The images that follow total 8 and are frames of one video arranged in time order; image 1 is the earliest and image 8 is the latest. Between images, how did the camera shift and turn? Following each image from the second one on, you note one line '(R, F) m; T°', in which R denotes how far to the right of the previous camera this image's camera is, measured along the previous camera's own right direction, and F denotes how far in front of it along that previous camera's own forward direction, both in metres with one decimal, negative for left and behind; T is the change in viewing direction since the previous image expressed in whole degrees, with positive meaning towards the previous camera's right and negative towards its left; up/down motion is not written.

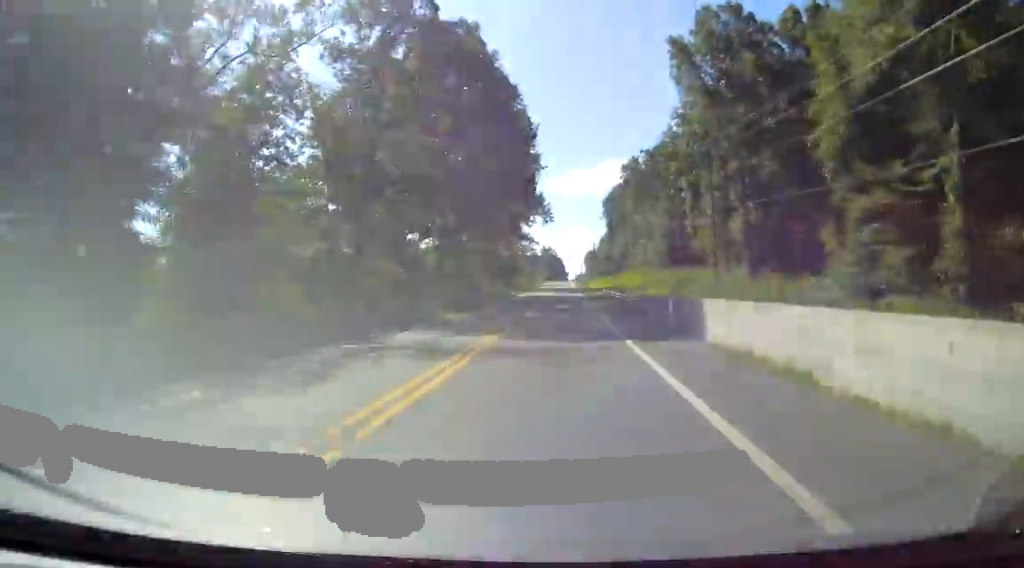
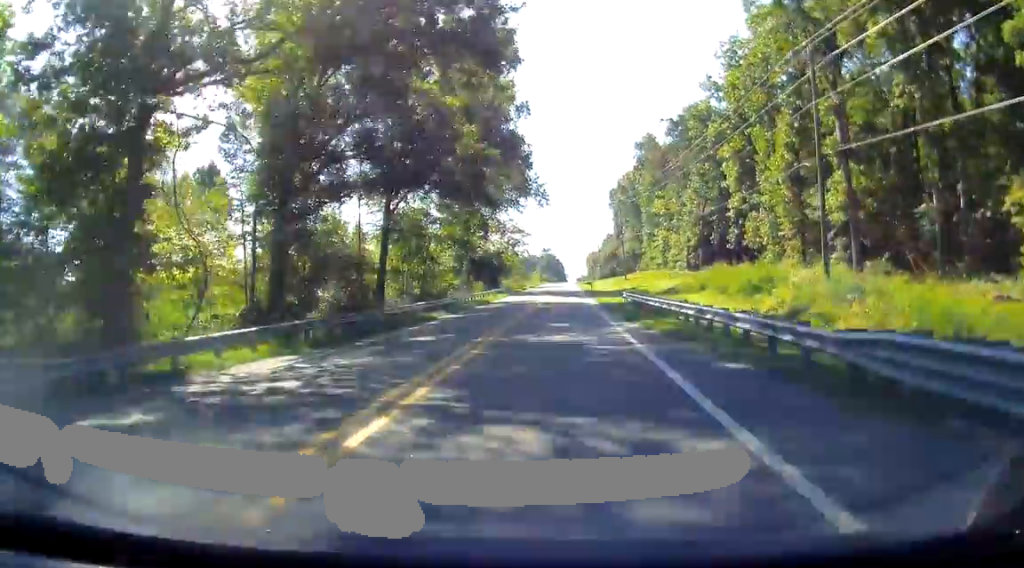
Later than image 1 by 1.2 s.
(+0.1, +25.1) m; 0°
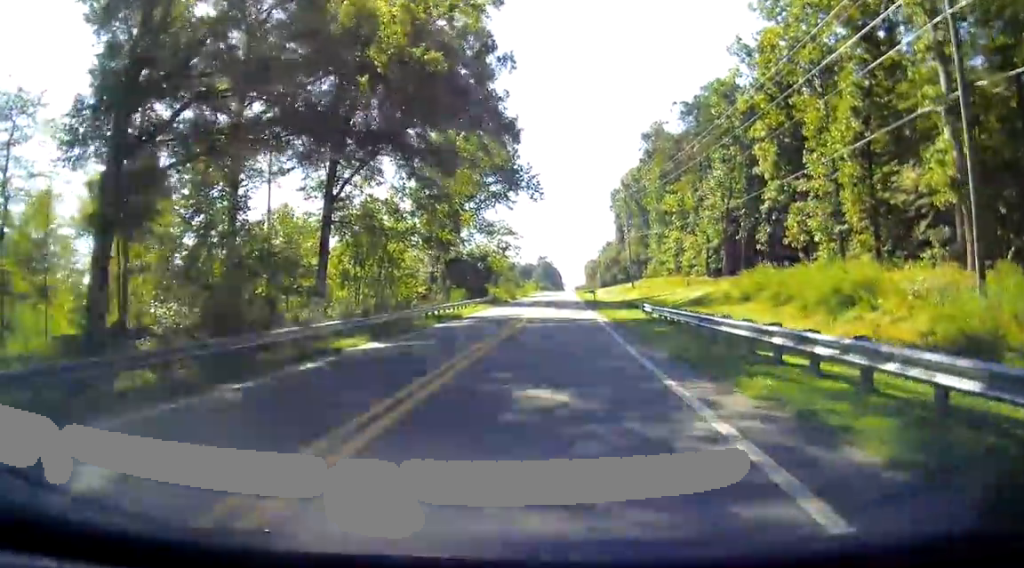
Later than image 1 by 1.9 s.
(+0.1, +13.7) m; 0°
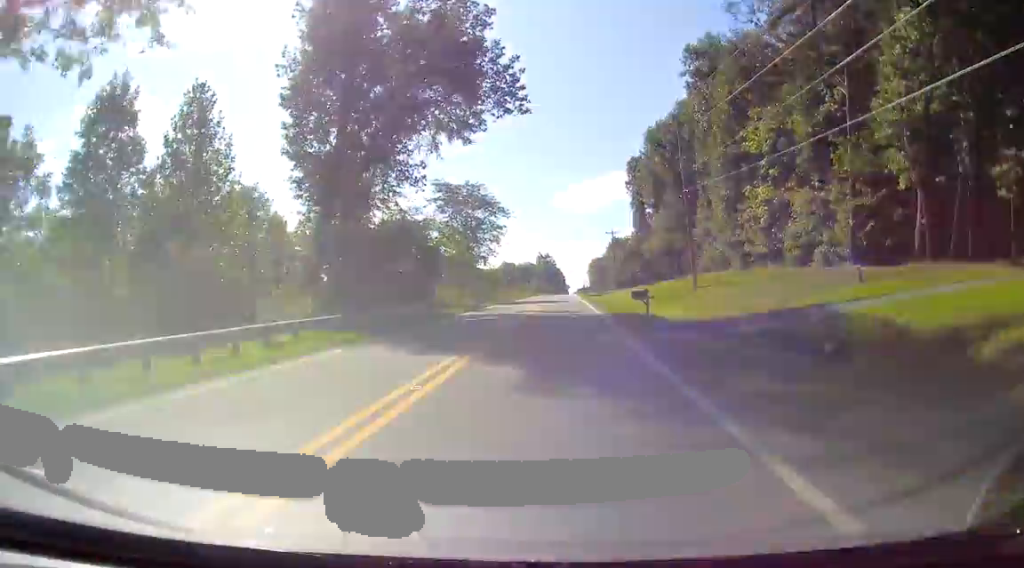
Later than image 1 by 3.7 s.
(-0.3, +38.9) m; -1°
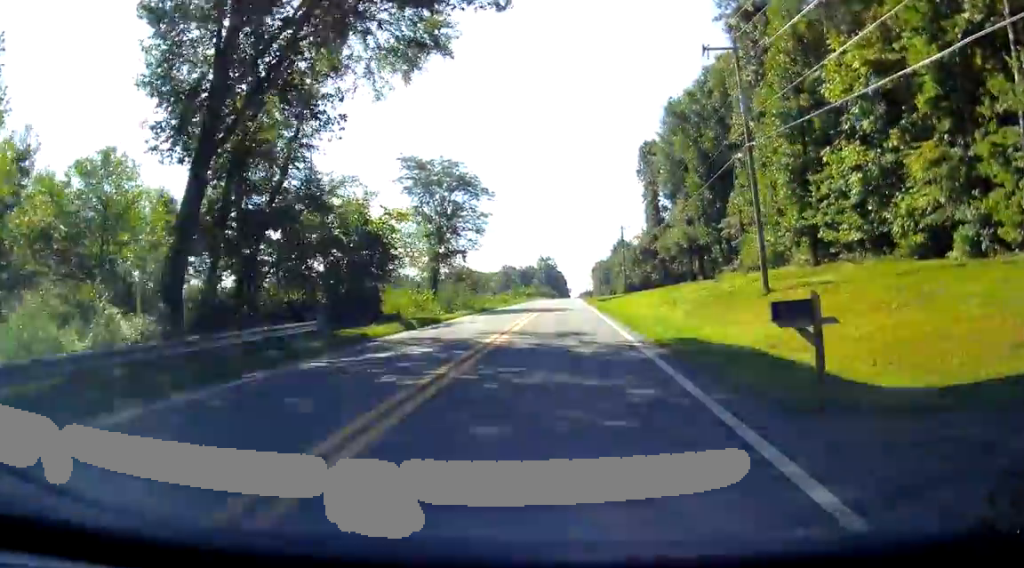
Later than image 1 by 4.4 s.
(-0.1, +15.6) m; 0°
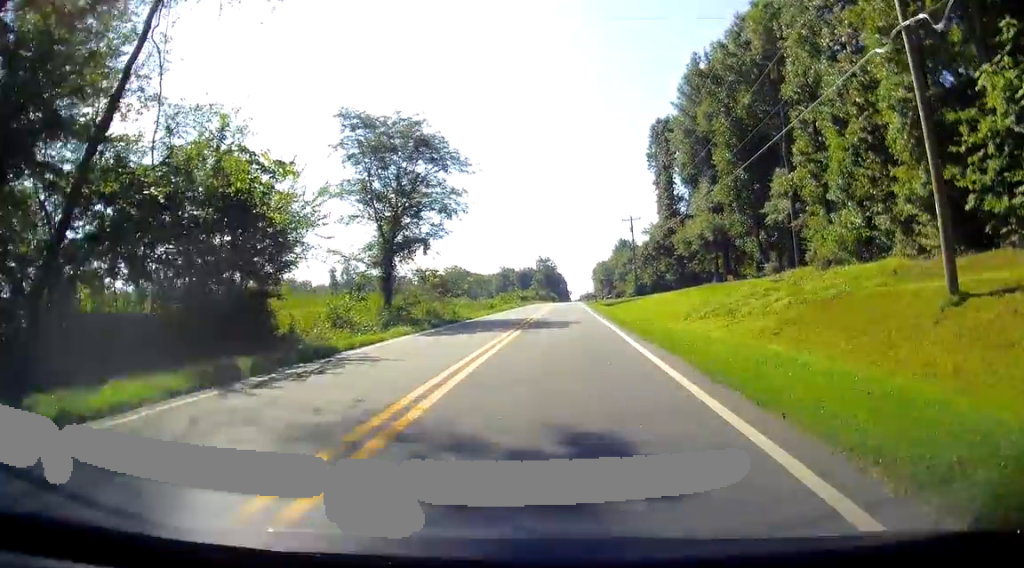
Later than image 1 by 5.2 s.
(0.0, +14.9) m; 0°
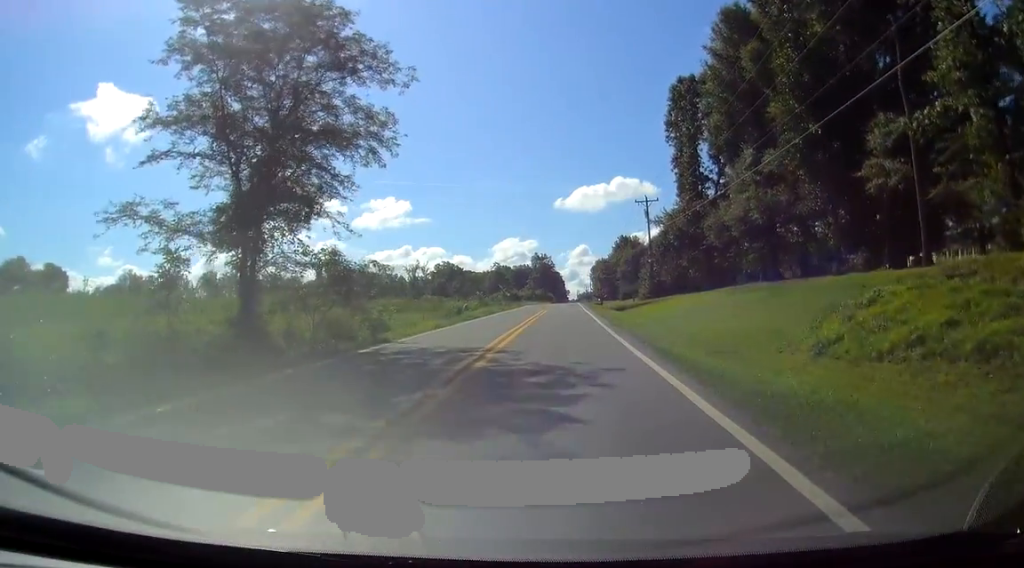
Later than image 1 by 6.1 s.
(+0.1, +18.3) m; 0°
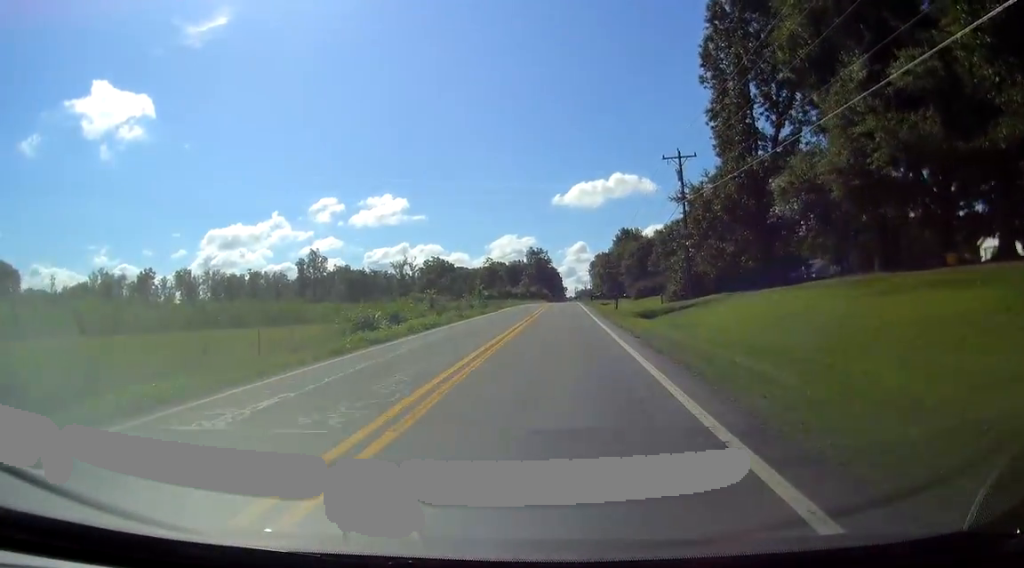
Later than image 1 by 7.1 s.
(-0.1, +21.6) m; +1°
